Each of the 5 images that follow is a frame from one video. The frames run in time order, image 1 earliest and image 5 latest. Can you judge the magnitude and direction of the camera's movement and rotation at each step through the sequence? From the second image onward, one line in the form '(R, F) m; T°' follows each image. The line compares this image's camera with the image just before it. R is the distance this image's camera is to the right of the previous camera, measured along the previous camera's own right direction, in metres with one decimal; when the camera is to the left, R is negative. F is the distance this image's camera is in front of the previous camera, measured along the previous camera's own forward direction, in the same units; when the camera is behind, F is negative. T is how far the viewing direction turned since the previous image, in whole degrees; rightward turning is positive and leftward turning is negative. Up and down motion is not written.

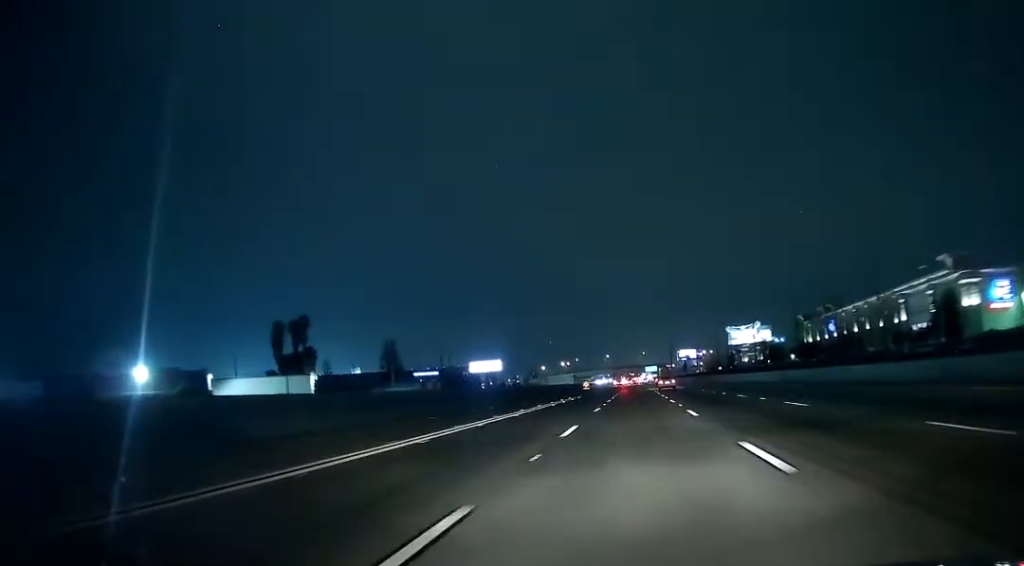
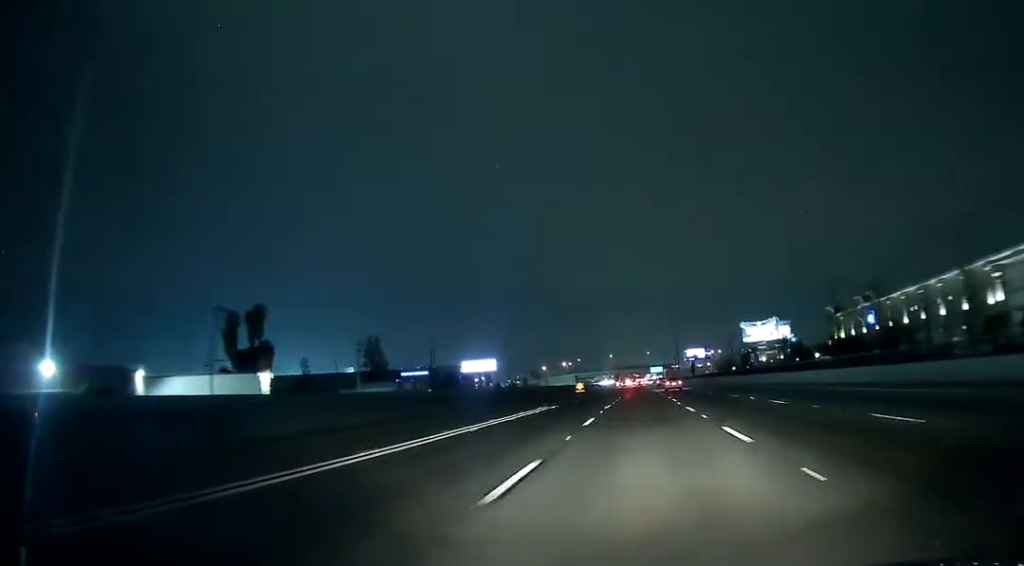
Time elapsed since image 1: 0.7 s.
(+0.1, +23.8) m; 0°
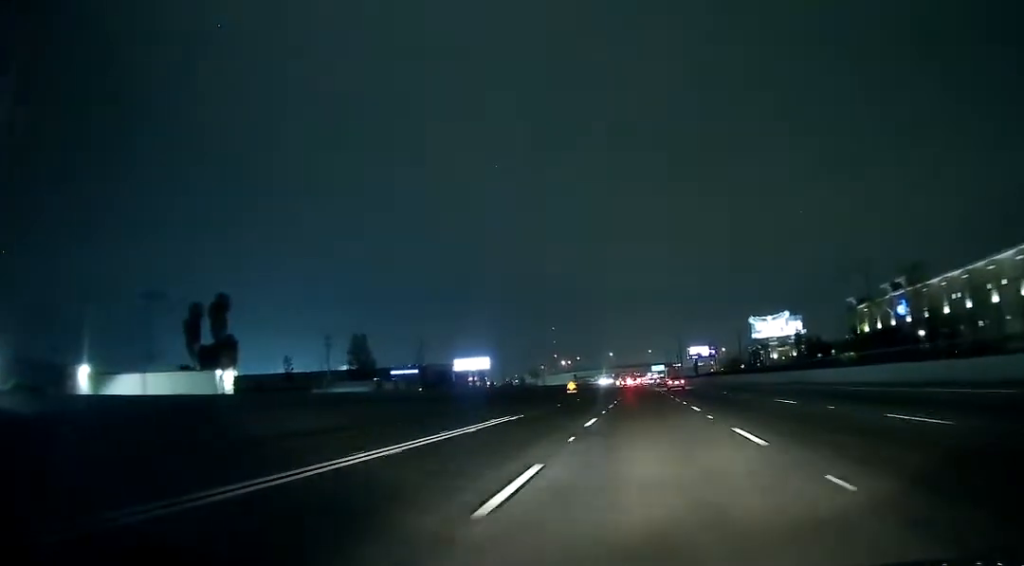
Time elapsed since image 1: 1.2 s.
(+0.1, +16.2) m; 0°
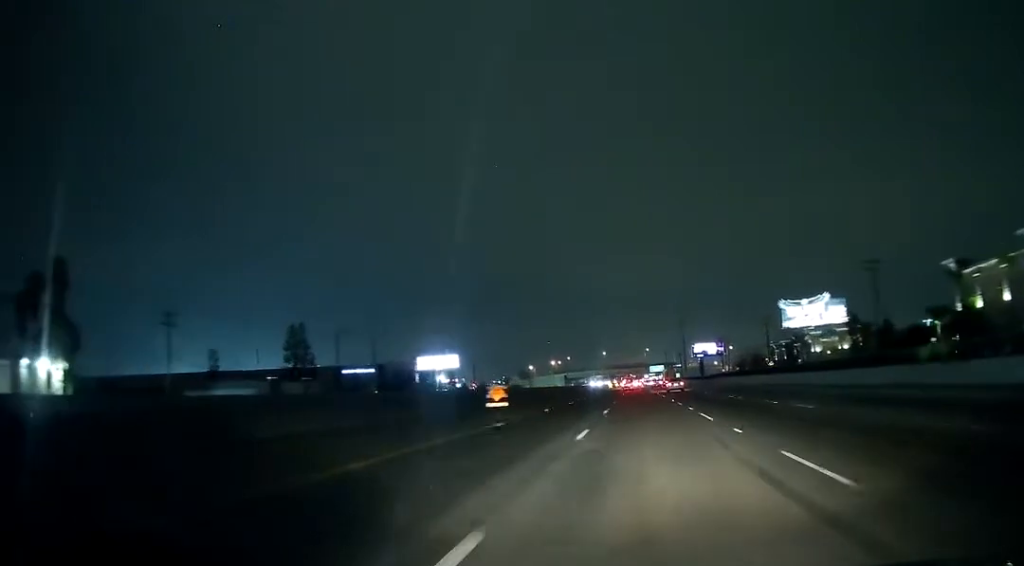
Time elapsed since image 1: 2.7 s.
(-0.3, +48.5) m; 0°
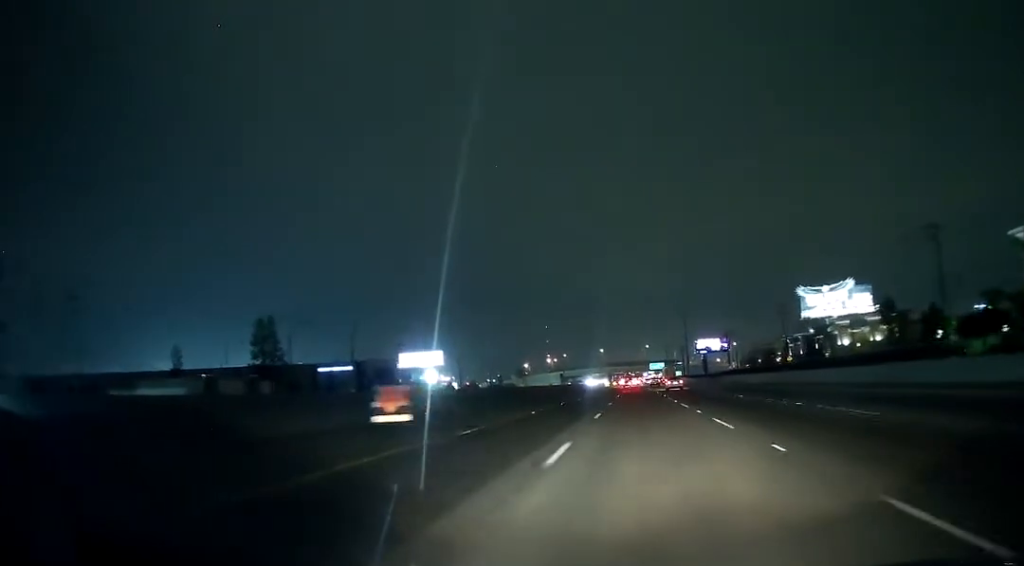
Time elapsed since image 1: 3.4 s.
(+0.1, +20.3) m; 0°
